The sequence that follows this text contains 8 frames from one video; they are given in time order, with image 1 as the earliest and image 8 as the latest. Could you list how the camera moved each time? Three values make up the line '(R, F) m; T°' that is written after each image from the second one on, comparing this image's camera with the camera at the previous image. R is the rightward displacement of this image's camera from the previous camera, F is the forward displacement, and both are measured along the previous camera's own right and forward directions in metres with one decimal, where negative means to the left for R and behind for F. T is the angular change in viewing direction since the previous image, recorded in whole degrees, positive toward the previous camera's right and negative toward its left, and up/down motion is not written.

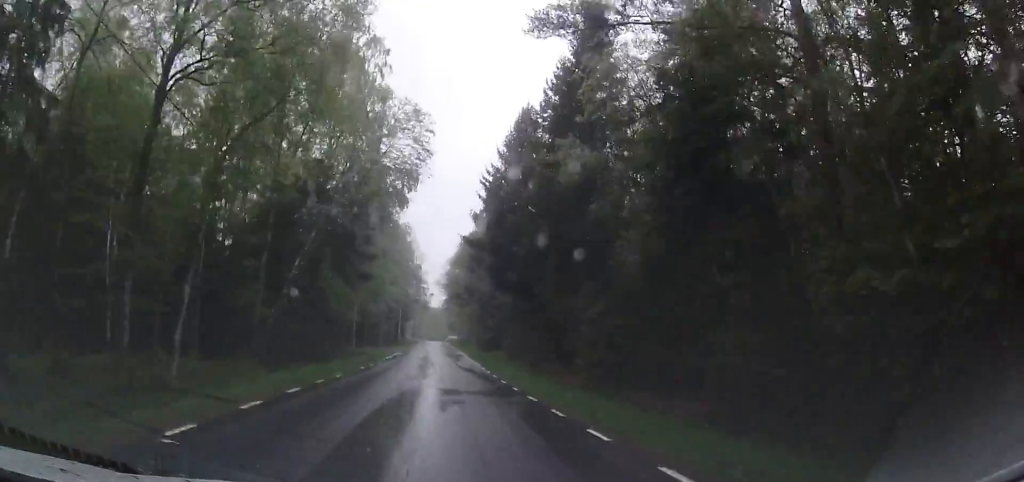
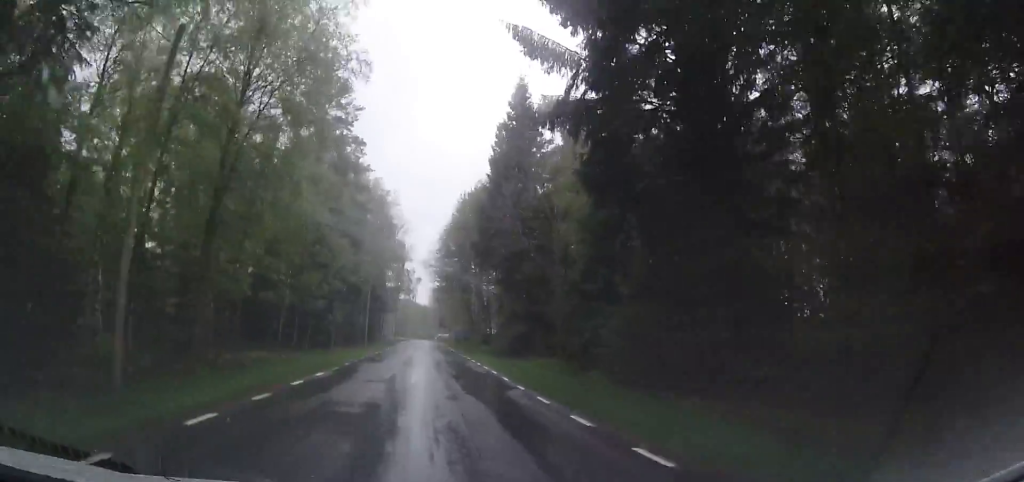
(+0.2, +29.0) m; 0°
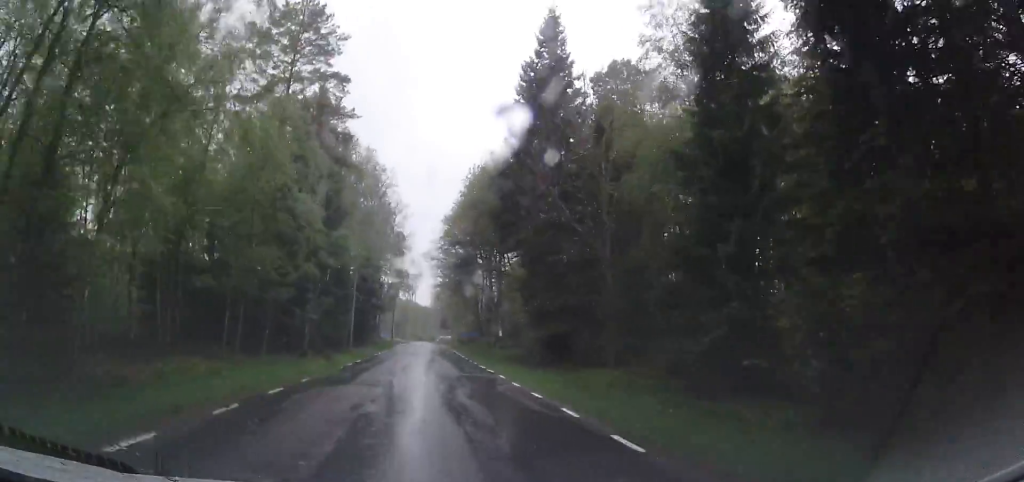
(0.0, +11.0) m; 0°
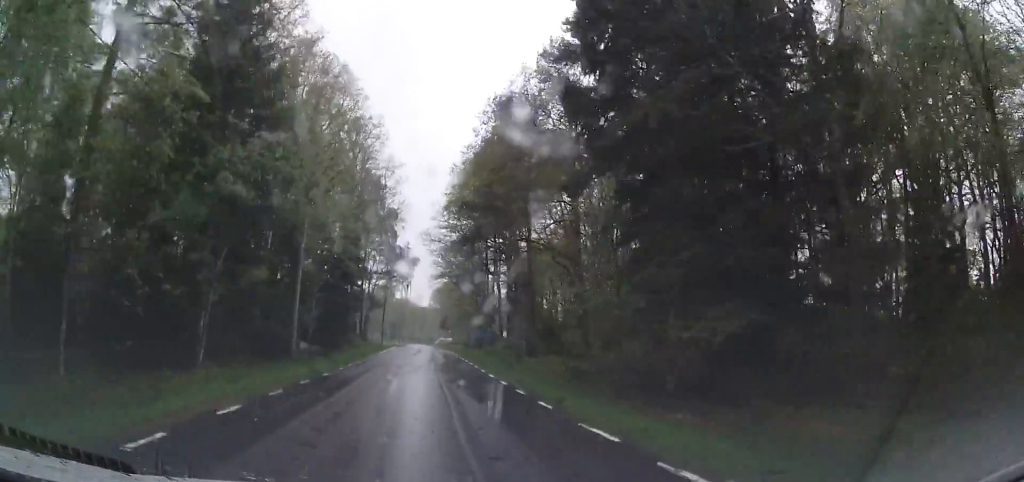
(0.0, +17.4) m; 0°
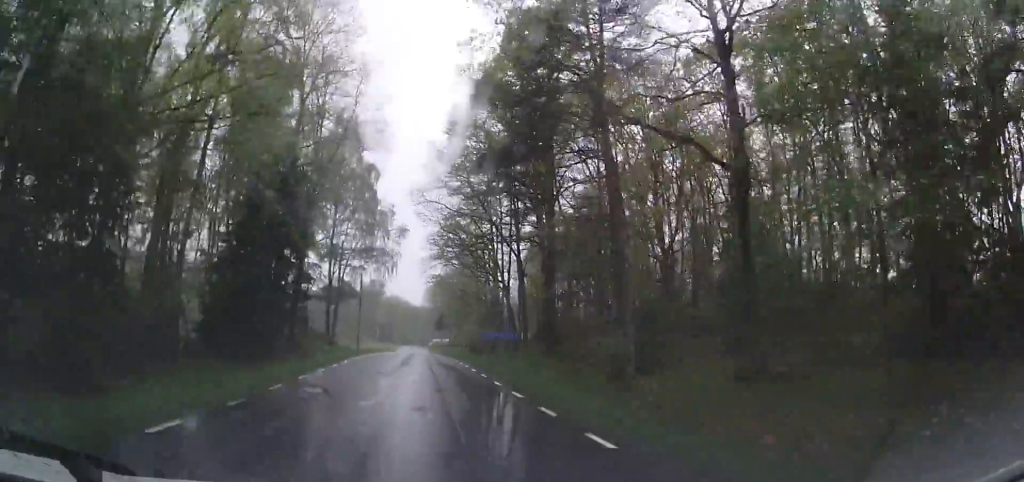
(+0.2, +19.7) m; +1°
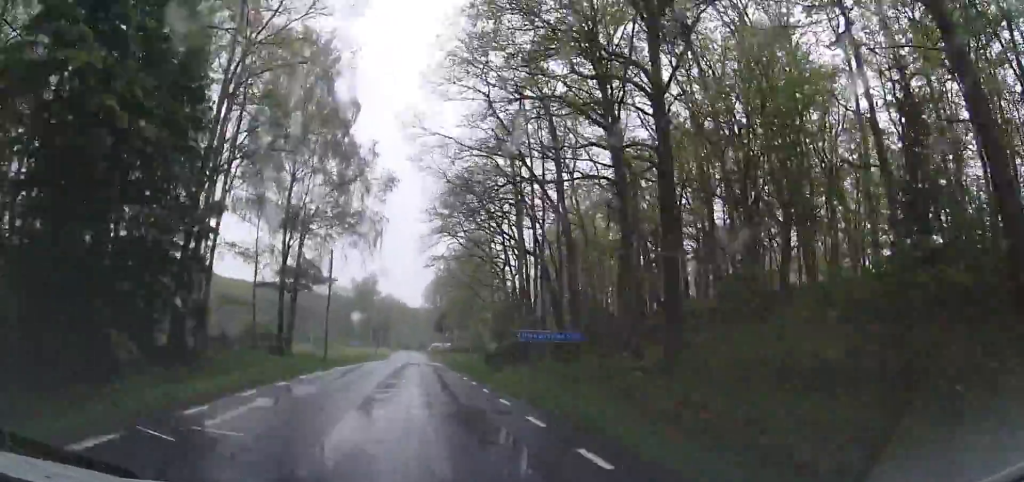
(+0.1, +16.1) m; 0°
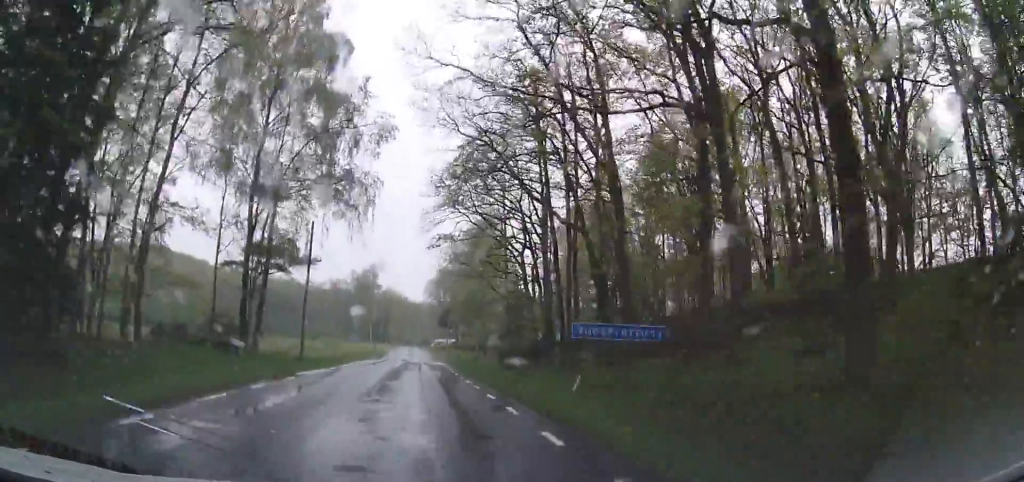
(0.0, +7.6) m; -1°
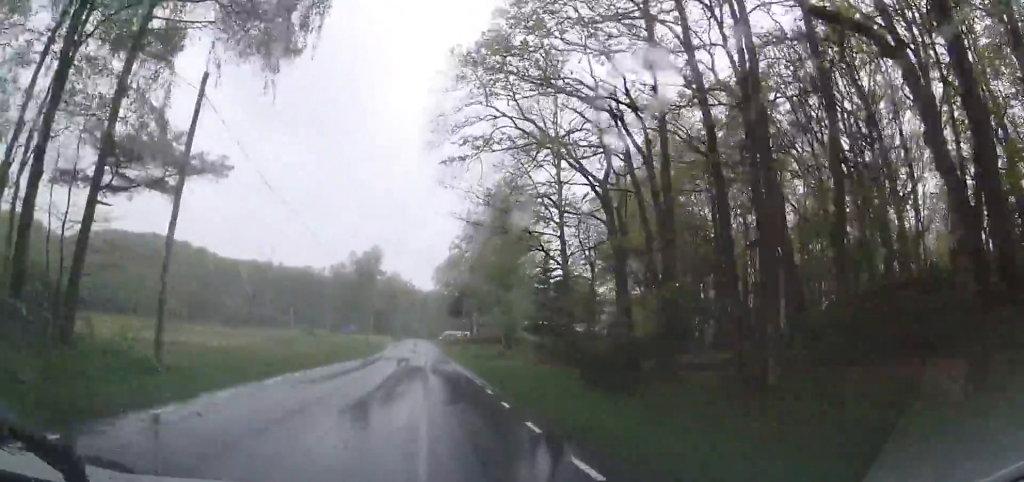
(-0.2, +15.1) m; 0°
